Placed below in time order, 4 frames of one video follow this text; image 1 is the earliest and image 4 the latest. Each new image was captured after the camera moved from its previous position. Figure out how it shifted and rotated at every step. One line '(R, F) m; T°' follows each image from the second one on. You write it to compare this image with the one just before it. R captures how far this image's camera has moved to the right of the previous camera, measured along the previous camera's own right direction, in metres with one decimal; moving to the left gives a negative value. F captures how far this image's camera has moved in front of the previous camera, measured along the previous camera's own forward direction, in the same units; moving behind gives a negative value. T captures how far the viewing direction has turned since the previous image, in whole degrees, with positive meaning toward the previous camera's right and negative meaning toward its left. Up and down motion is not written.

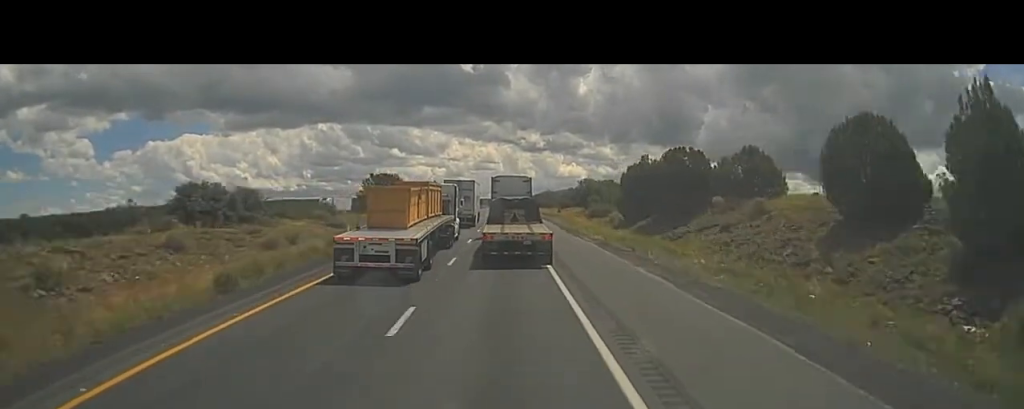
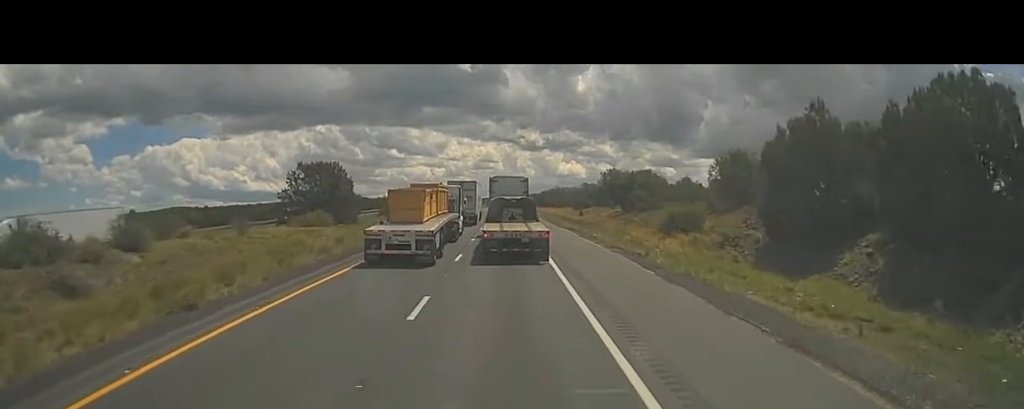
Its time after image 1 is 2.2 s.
(-0.9, +35.4) m; -2°
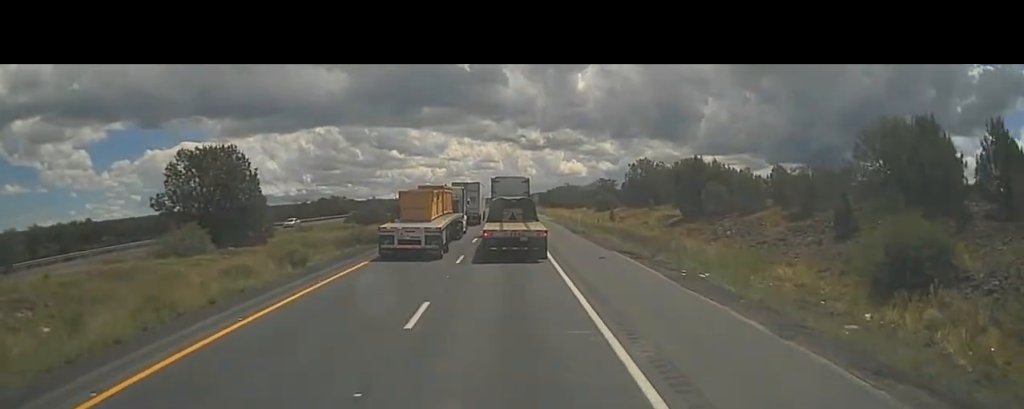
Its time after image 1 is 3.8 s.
(+0.2, +25.3) m; 0°
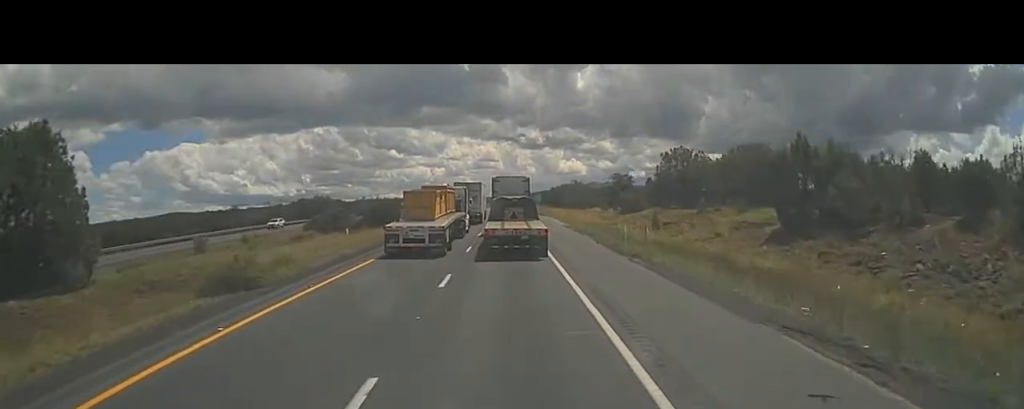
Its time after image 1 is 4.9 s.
(+0.2, +18.5) m; 0°
